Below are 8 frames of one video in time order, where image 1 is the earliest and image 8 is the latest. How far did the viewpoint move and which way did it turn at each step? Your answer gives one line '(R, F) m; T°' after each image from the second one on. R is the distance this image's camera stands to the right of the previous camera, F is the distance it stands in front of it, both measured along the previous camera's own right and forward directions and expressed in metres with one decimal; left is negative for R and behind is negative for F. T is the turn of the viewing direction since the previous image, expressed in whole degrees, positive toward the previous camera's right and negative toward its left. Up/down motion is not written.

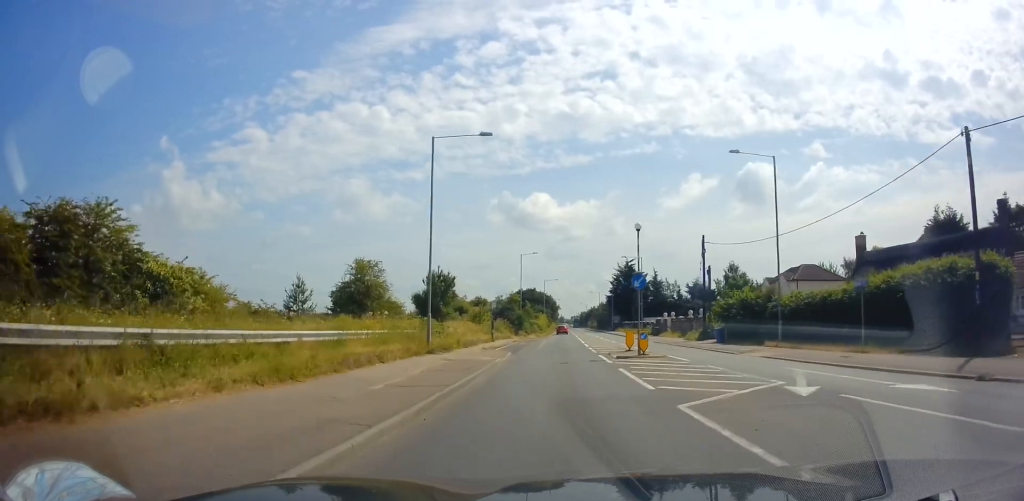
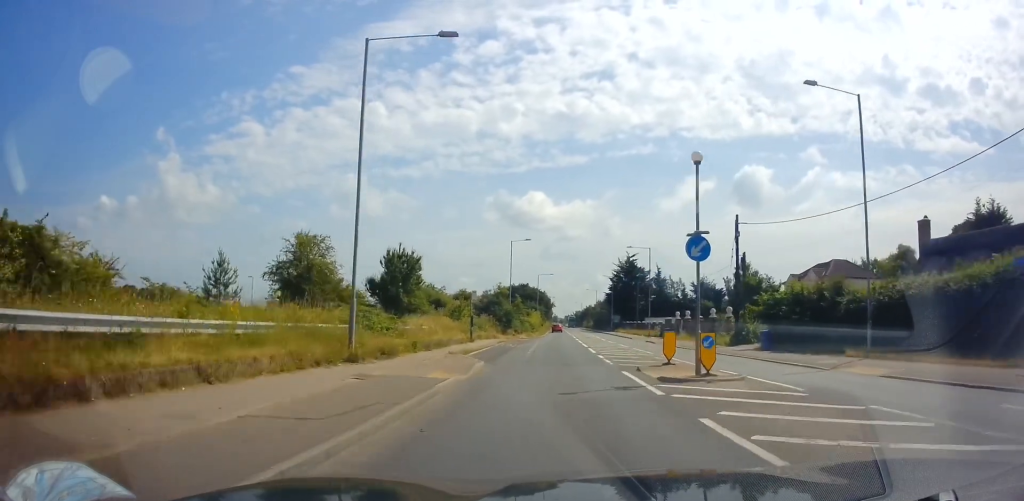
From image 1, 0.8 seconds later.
(+0.1, +9.9) m; -1°
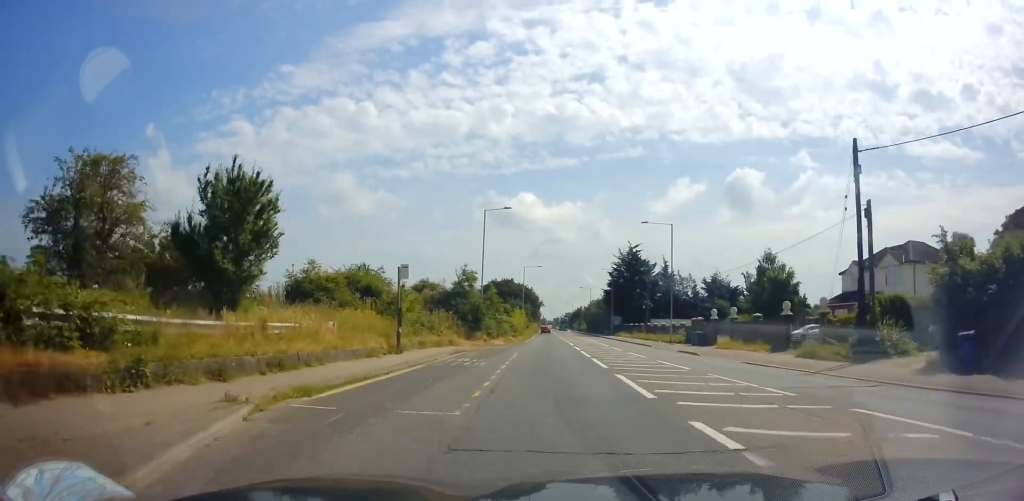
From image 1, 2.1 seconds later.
(-0.4, +17.0) m; +1°
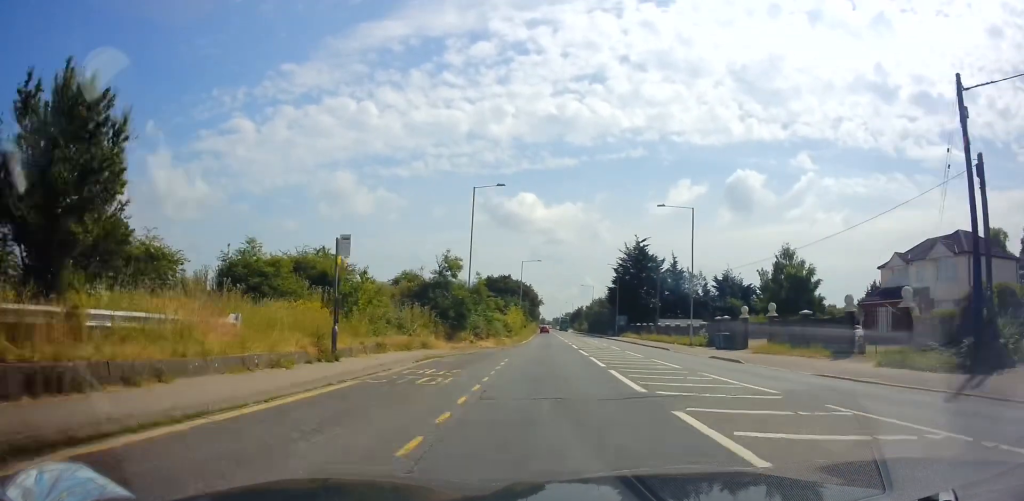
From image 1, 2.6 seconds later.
(+0.3, +7.1) m; 0°
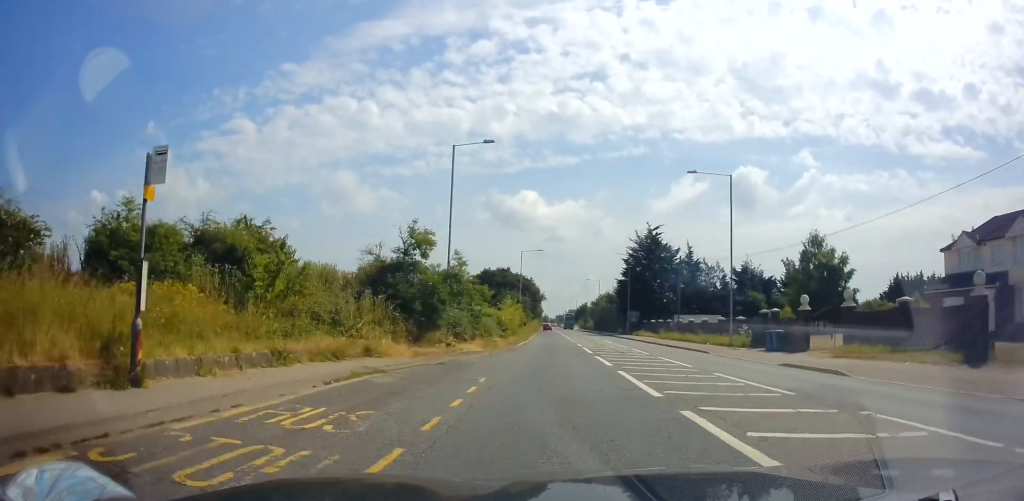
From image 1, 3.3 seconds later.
(+0.2, +9.1) m; 0°
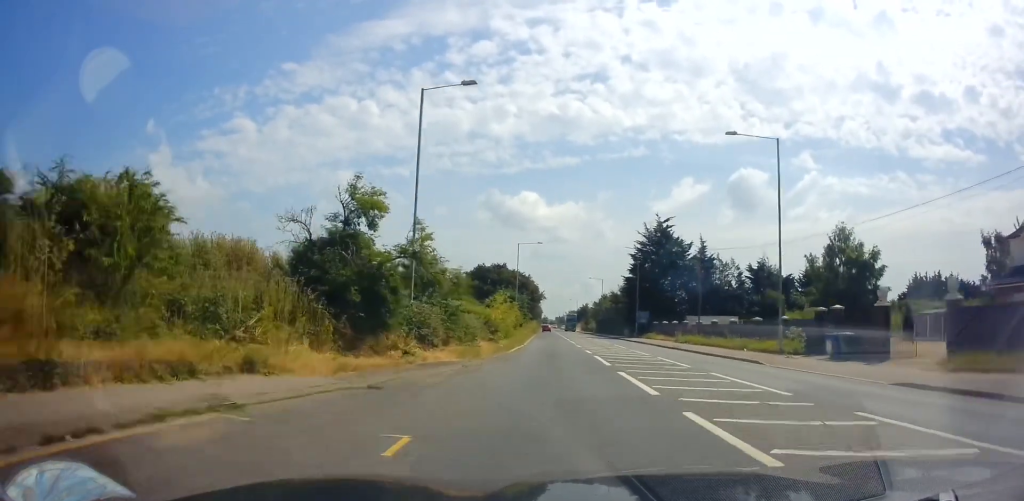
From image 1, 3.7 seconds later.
(-0.2, +6.9) m; -1°
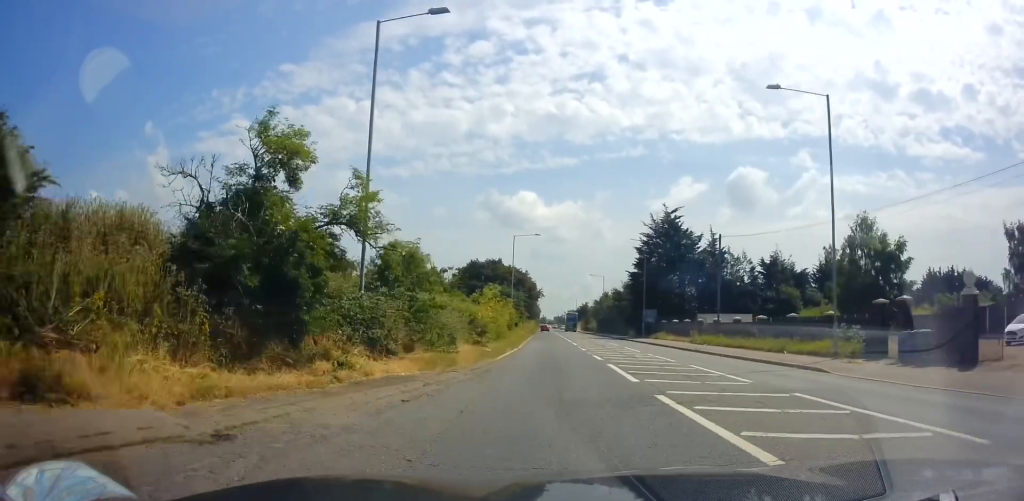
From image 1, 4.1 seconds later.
(-0.1, +5.9) m; -1°
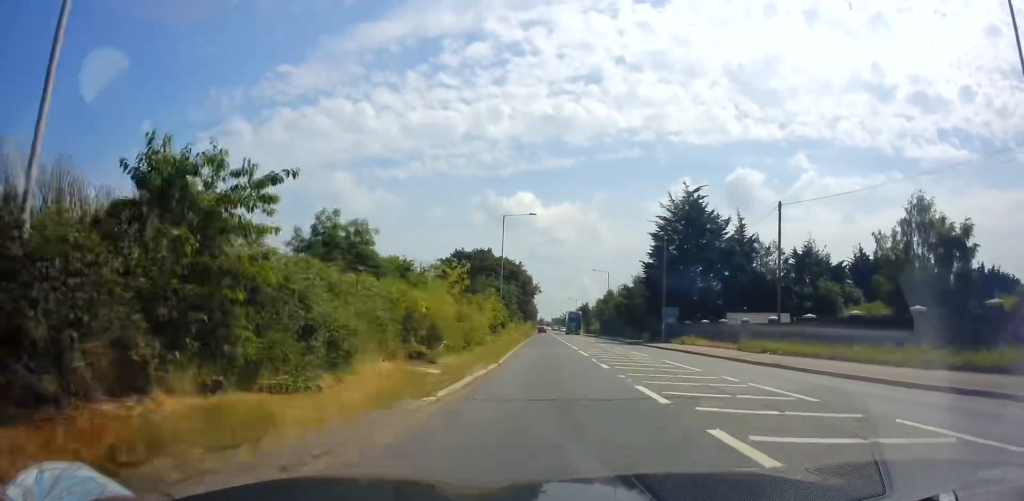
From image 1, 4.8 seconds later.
(+0.1, +10.7) m; 0°
